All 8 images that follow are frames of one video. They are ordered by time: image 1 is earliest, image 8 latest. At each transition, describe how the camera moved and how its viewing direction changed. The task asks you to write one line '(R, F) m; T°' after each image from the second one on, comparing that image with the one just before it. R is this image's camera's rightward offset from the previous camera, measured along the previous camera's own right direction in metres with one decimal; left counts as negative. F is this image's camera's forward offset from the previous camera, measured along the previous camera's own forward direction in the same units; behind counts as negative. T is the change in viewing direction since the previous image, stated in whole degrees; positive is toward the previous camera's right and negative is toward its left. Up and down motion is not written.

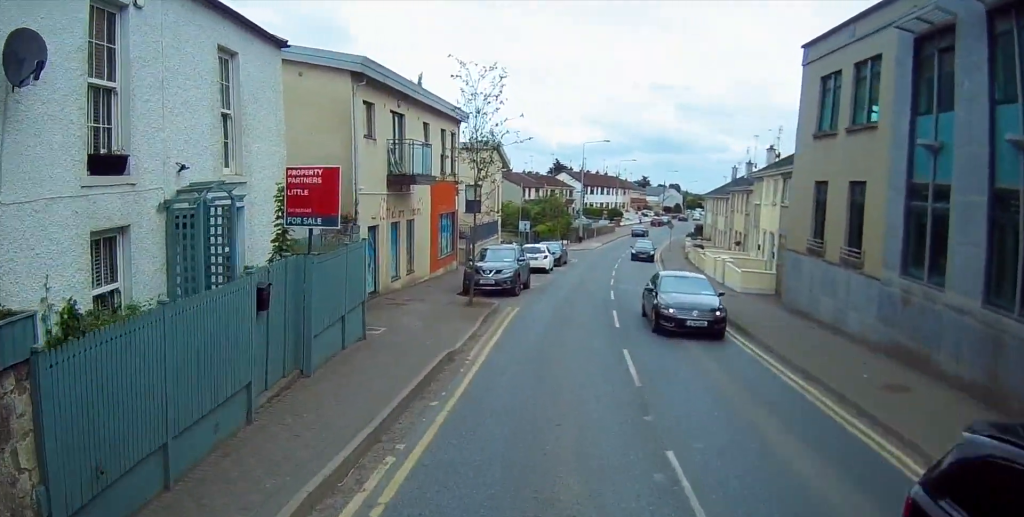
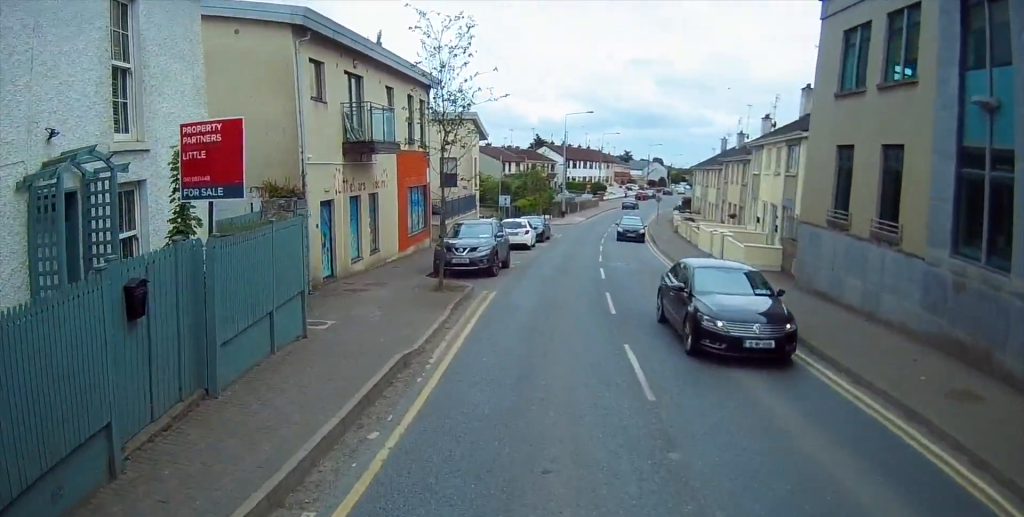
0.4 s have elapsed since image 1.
(0.0, +2.6) m; +1°
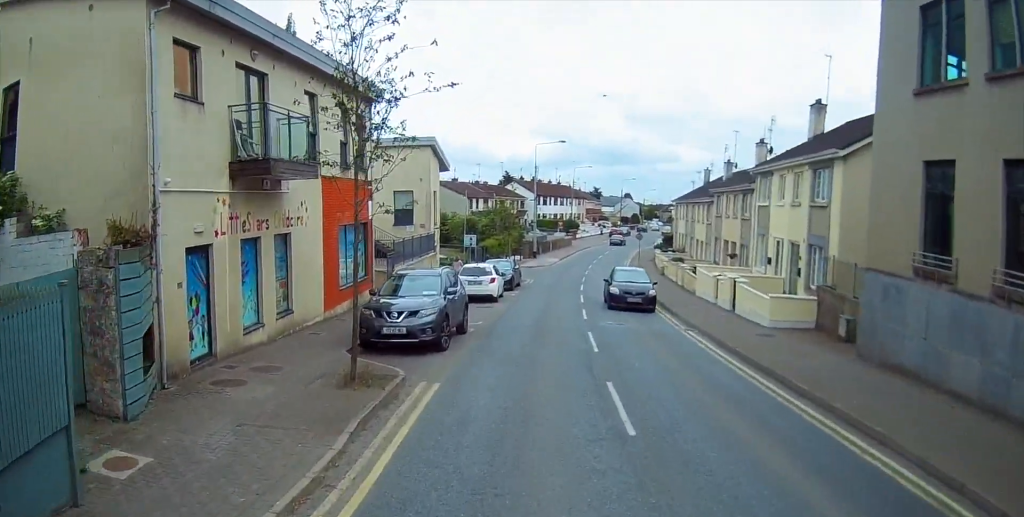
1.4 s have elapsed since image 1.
(+0.2, +5.7) m; +2°
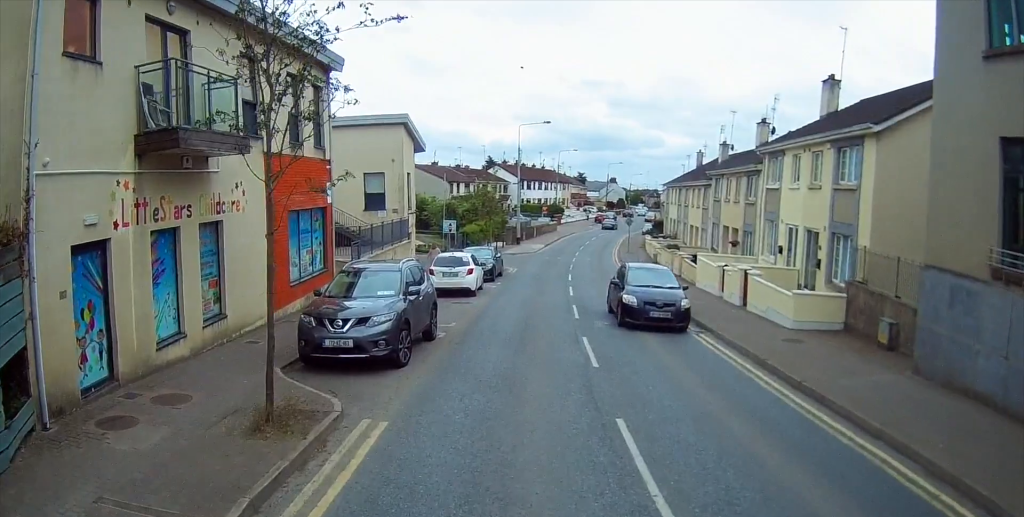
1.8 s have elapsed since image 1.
(0.0, +2.9) m; +3°
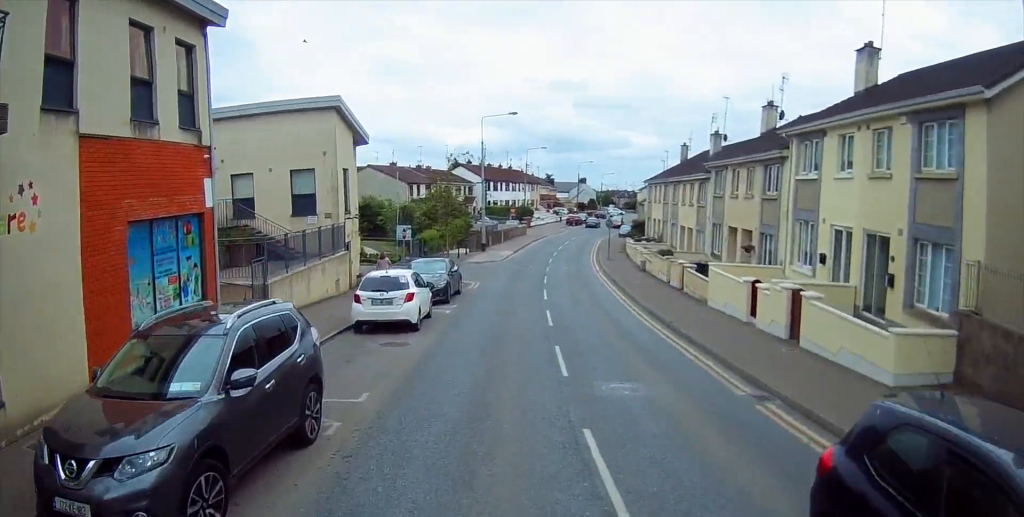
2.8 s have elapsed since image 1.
(+0.2, +6.0) m; +3°
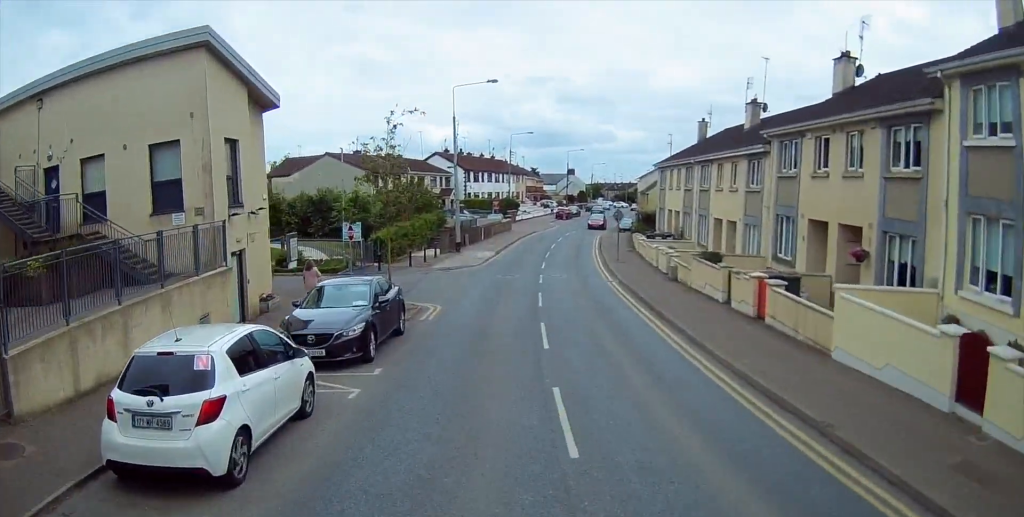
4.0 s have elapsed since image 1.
(-0.1, +9.3) m; 0°
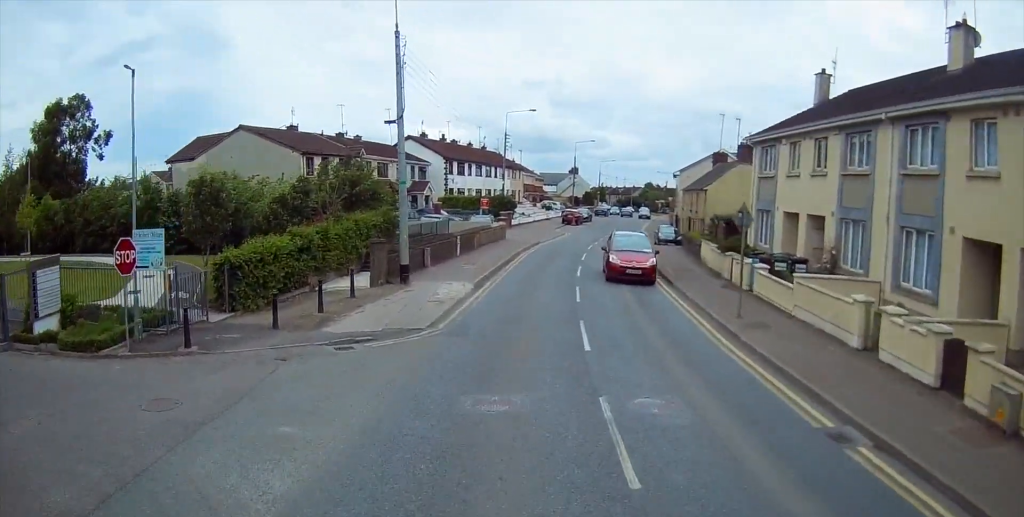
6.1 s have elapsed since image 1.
(+0.5, +18.9) m; +3°
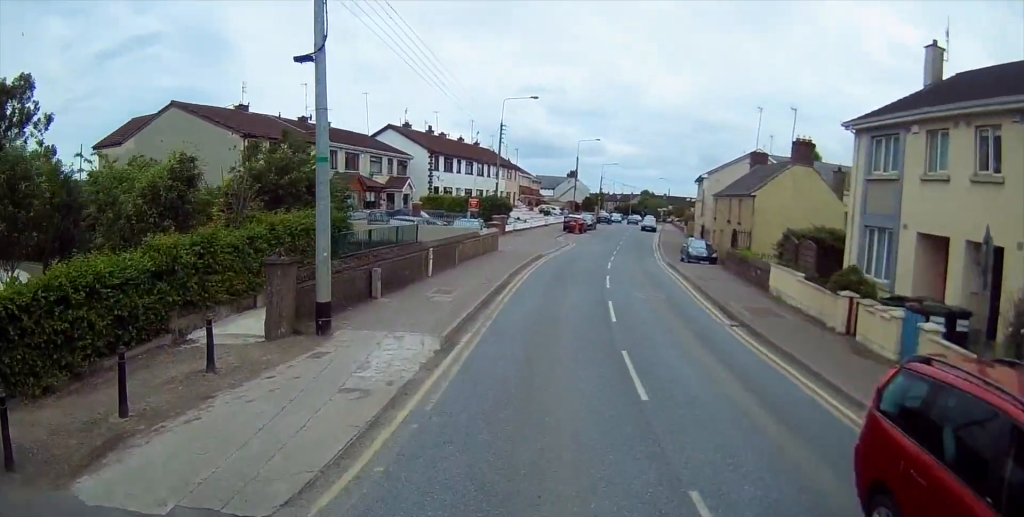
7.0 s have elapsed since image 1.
(+0.1, +9.1) m; +1°
